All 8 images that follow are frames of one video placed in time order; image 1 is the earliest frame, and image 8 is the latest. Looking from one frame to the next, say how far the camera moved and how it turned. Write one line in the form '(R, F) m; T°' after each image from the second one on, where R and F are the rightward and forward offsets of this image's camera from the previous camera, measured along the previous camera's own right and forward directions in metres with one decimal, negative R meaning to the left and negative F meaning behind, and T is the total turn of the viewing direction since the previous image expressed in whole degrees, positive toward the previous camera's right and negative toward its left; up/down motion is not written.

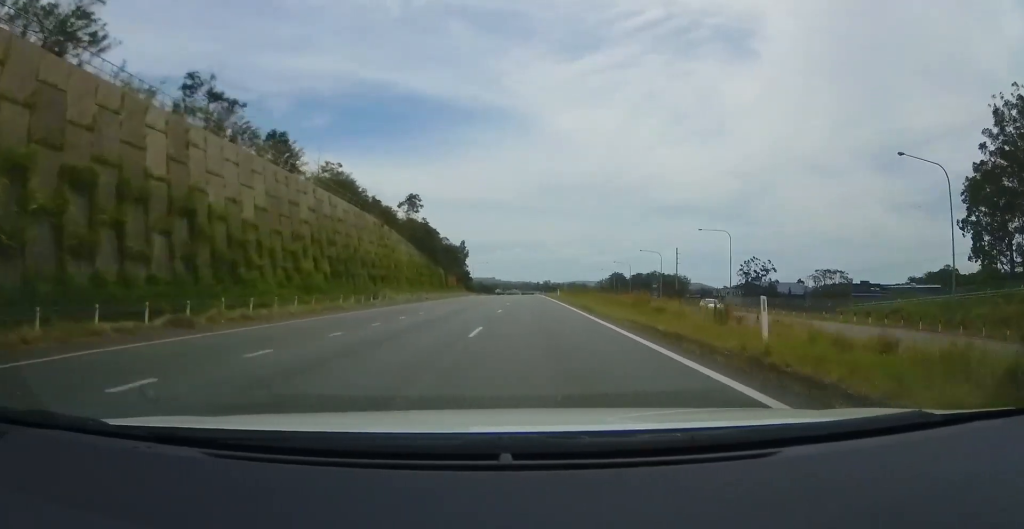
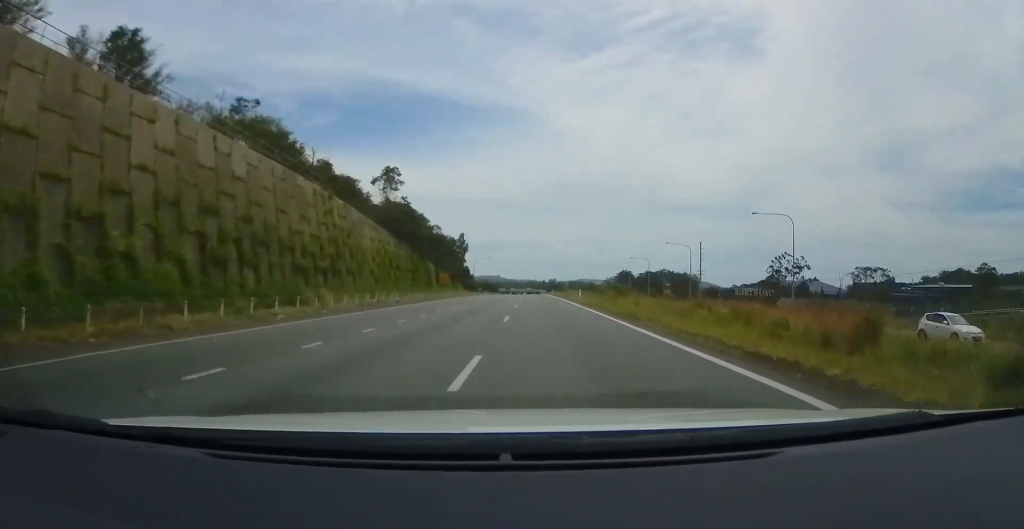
(0.0, +19.2) m; -1°
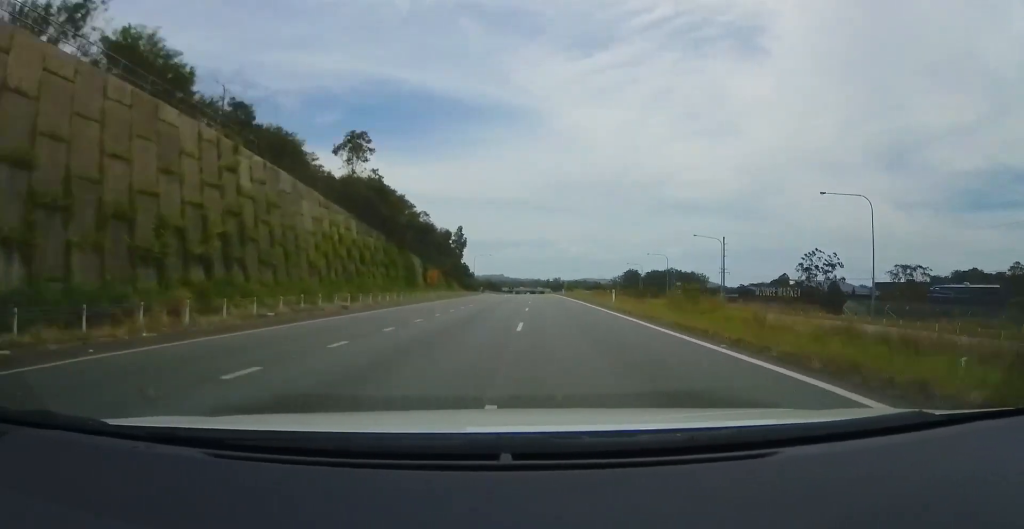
(-0.5, +15.6) m; -1°
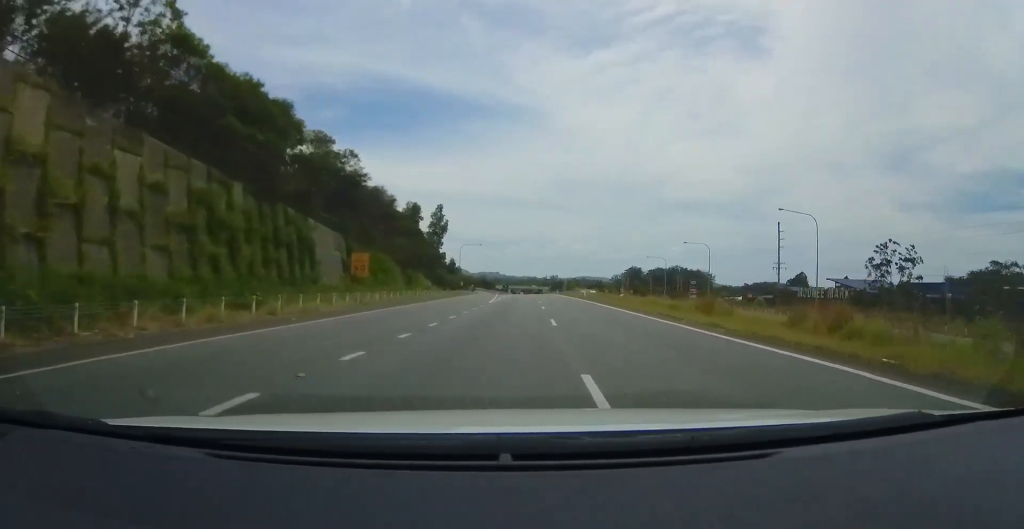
(-0.3, +34.8) m; 0°
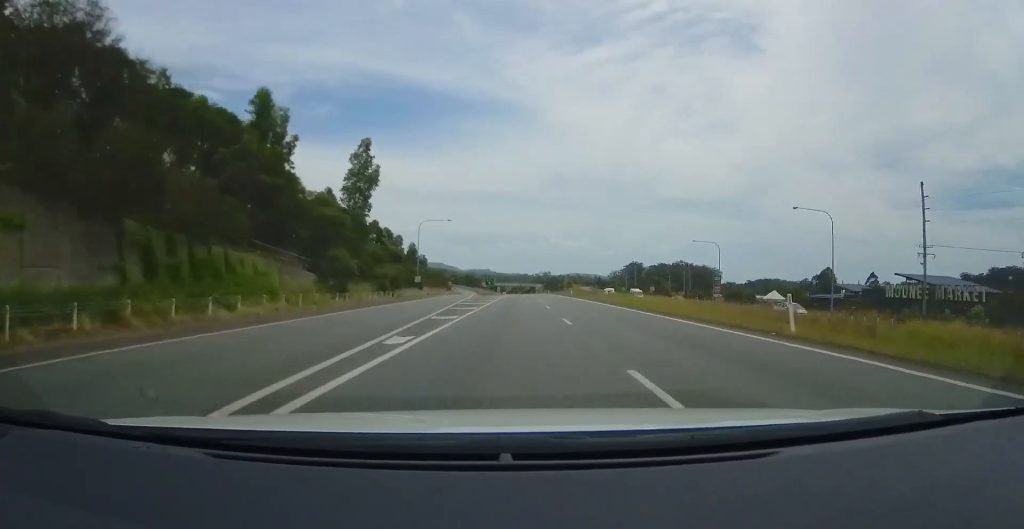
(+0.3, +48.0) m; +1°
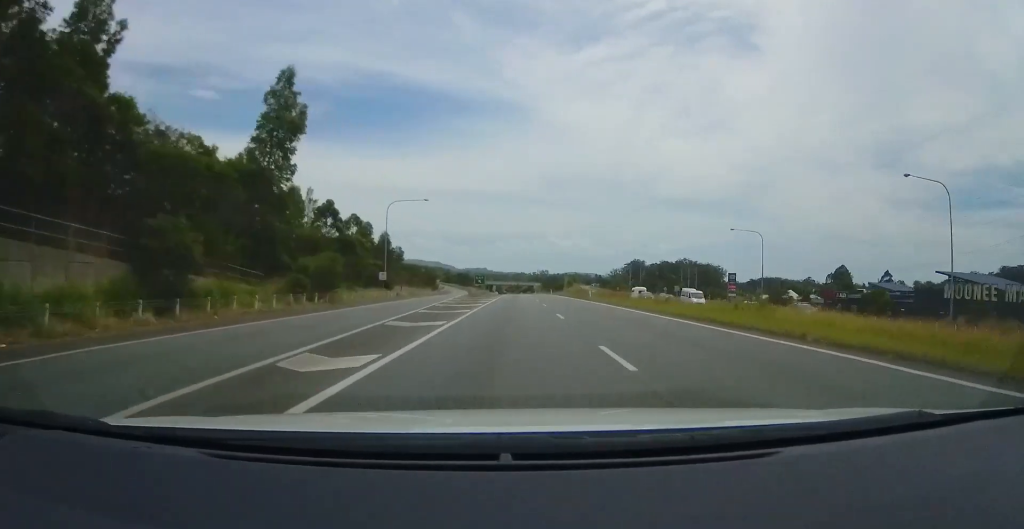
(+0.1, +20.4) m; +1°
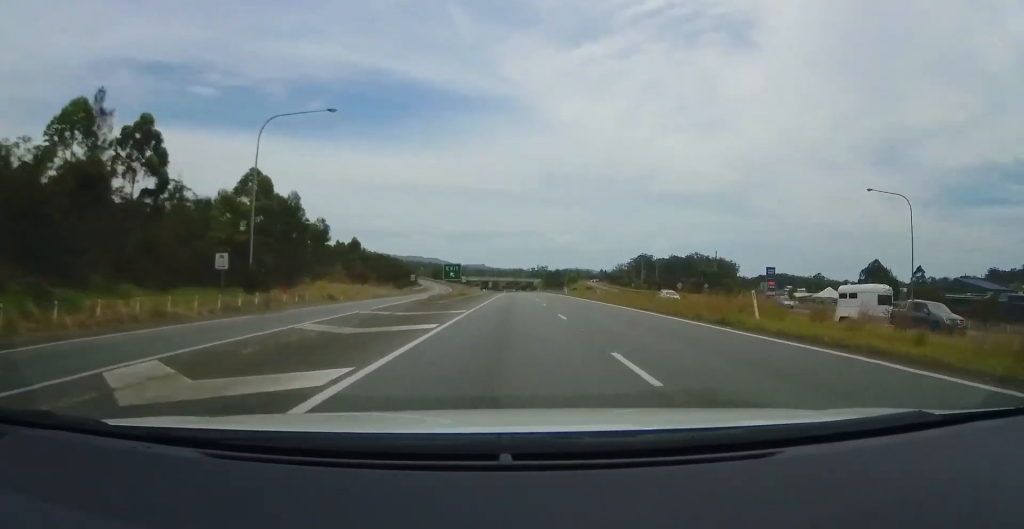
(+0.4, +37.2) m; +1°
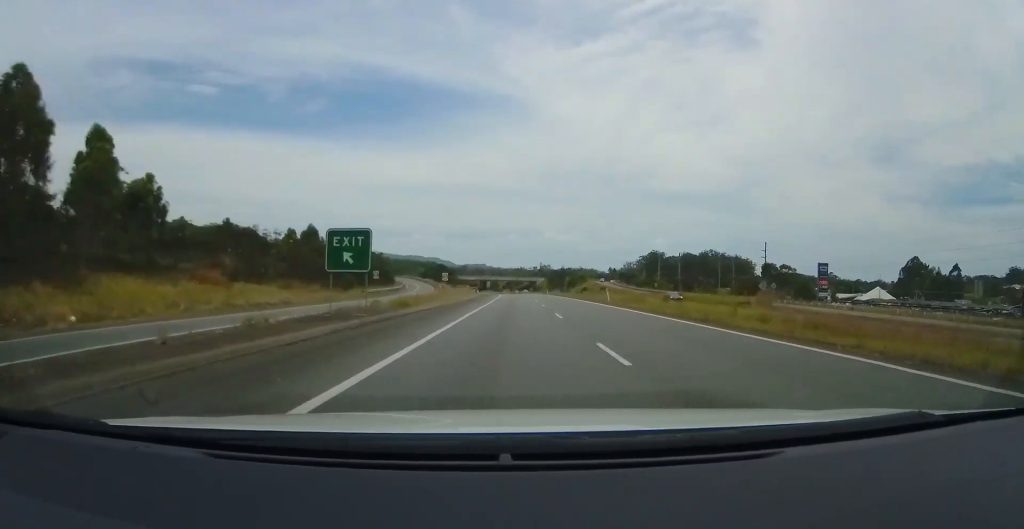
(+0.3, +33.7) m; 0°
